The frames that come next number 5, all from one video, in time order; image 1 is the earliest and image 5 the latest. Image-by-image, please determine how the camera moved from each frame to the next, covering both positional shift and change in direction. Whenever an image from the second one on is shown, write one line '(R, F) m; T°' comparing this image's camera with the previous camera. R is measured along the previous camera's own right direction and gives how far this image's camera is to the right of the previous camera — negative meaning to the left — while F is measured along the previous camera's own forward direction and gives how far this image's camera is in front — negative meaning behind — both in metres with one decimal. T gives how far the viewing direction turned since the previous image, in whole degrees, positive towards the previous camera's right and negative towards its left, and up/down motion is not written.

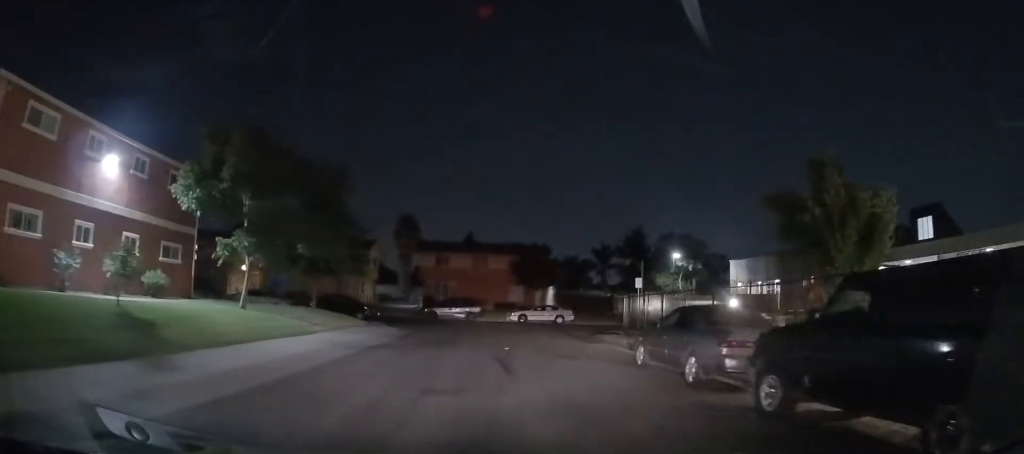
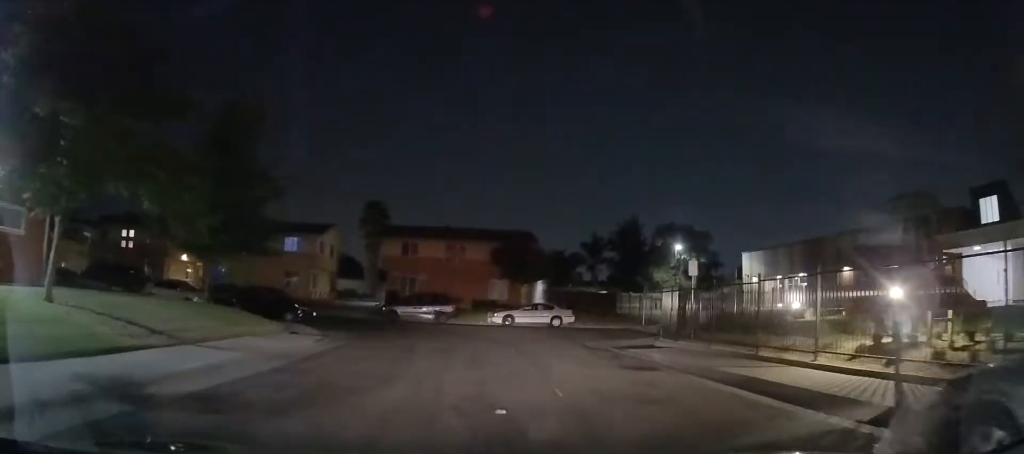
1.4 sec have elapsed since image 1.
(0.0, +9.2) m; +2°
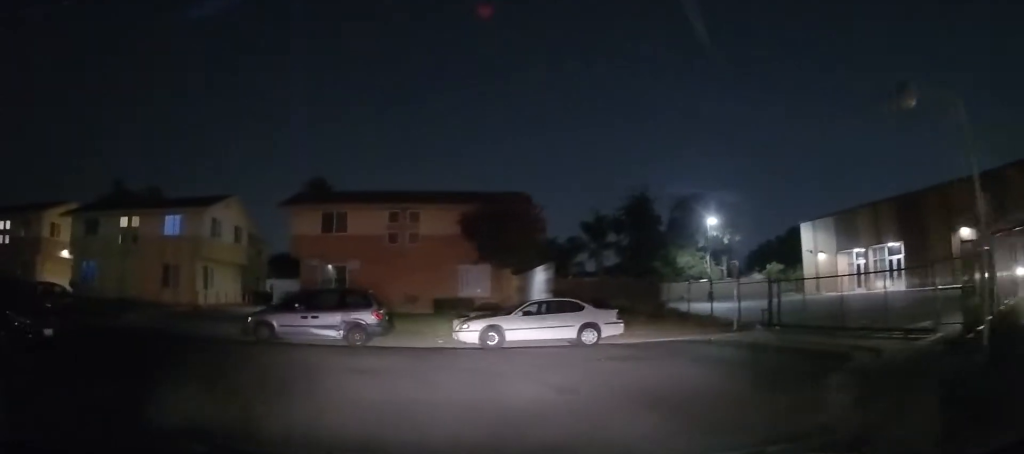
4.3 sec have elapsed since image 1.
(+0.9, +16.0) m; -4°
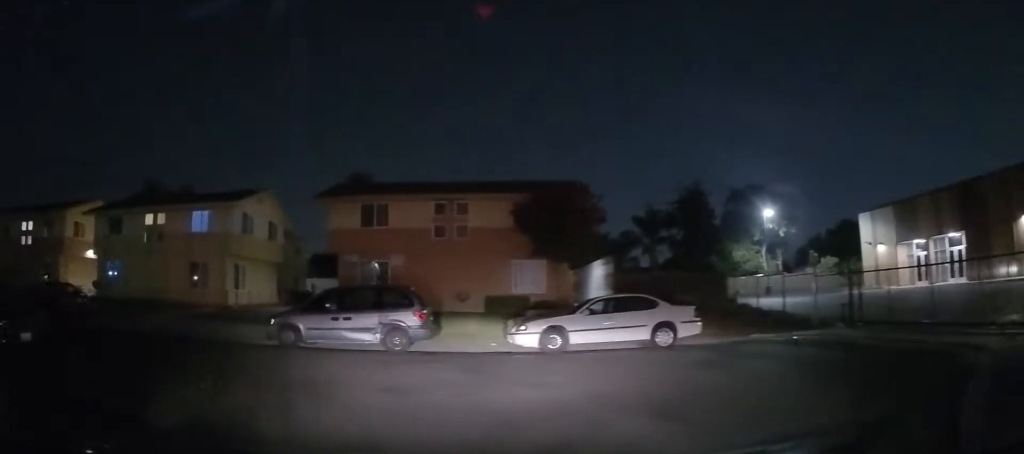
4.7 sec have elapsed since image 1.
(-0.2, +2.2) m; -5°
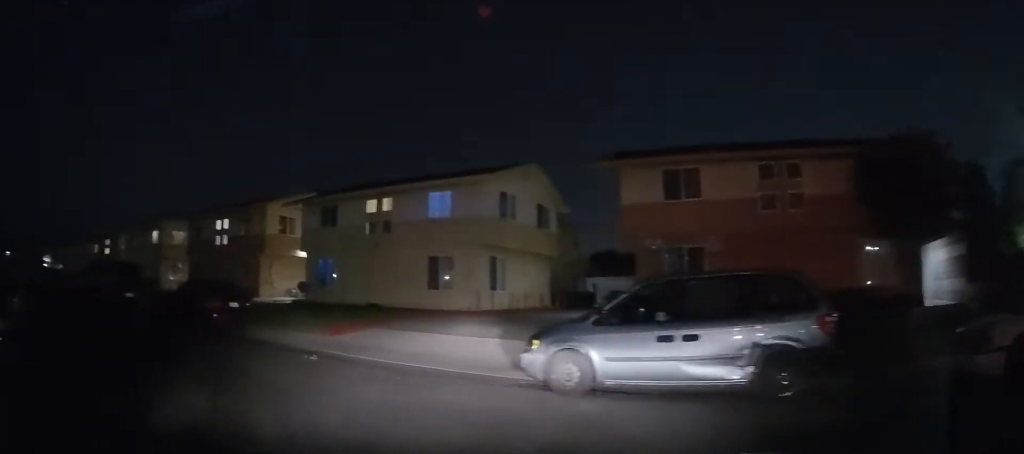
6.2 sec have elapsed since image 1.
(-0.9, +6.8) m; -27°
